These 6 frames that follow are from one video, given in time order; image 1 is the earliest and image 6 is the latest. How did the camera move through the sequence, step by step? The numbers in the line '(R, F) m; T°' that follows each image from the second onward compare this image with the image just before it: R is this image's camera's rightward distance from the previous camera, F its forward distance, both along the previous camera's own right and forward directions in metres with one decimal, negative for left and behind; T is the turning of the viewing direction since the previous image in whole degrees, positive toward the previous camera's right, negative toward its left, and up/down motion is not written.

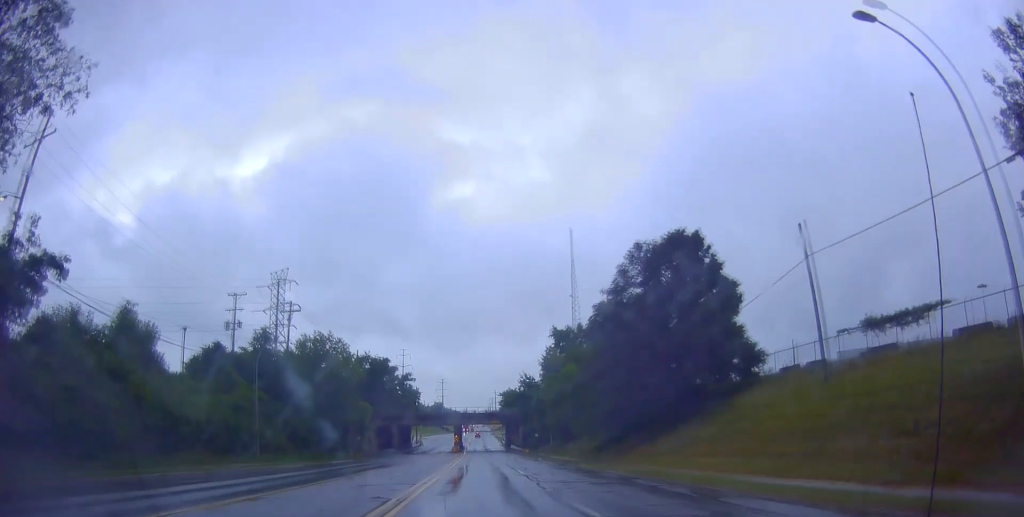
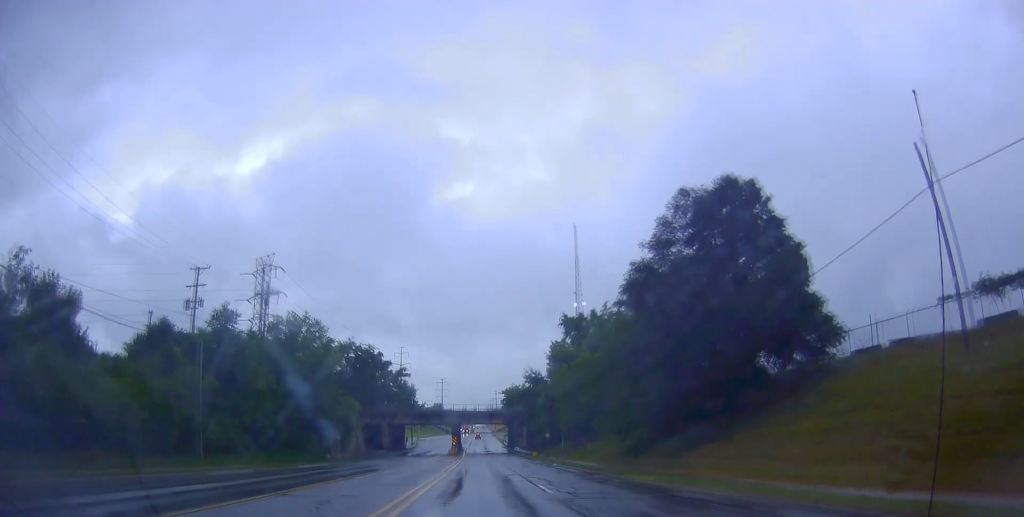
(+0.4, +9.8) m; +2°
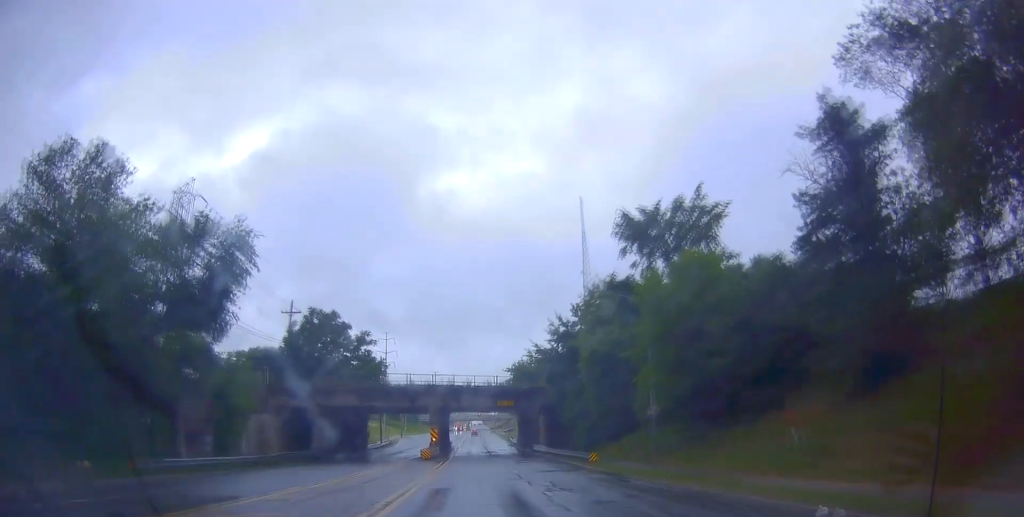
(0.0, +35.4) m; 0°
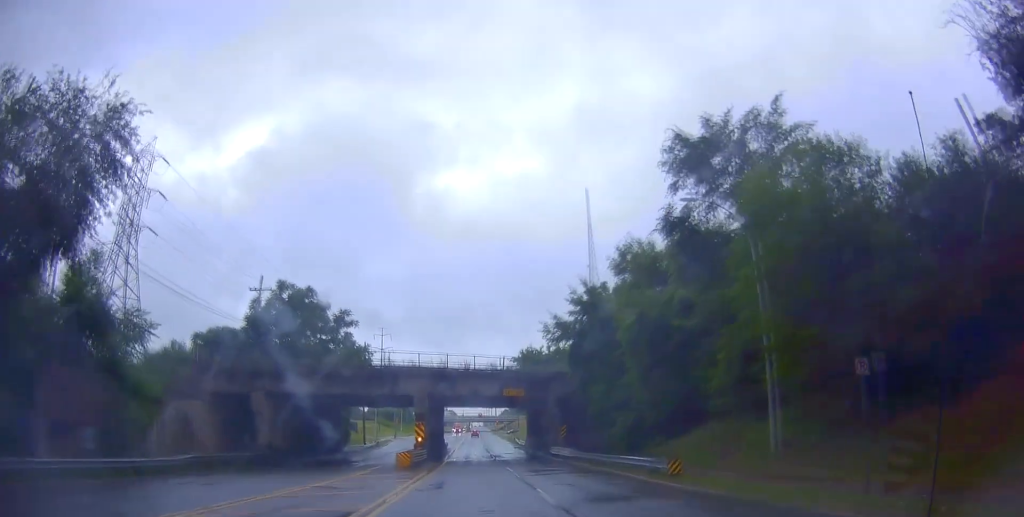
(+0.4, +13.4) m; -1°
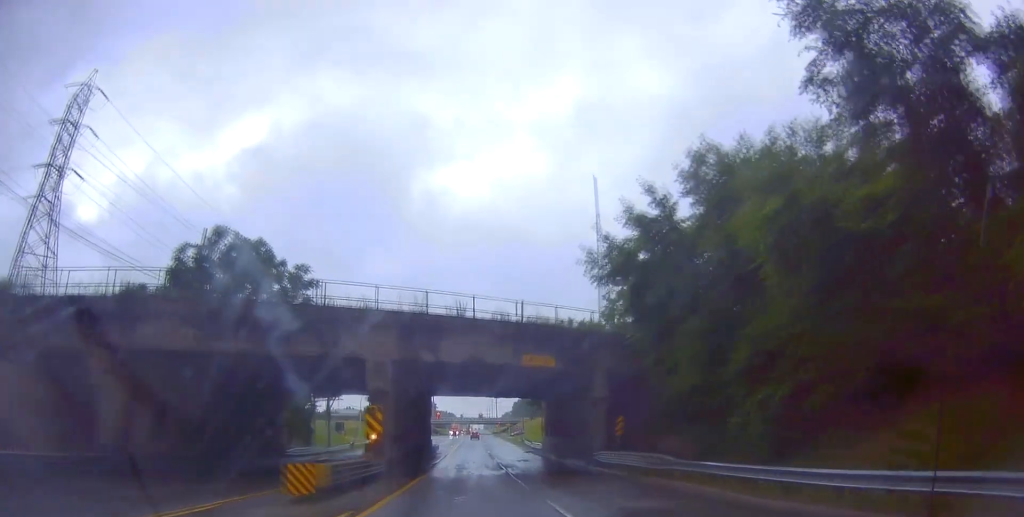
(-0.6, +17.7) m; -1°
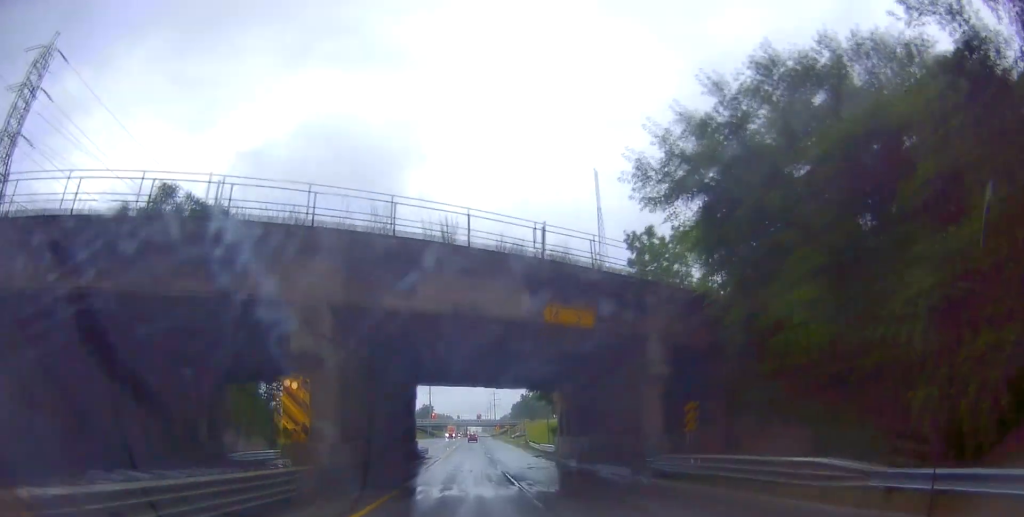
(+0.1, +9.6) m; +1°
